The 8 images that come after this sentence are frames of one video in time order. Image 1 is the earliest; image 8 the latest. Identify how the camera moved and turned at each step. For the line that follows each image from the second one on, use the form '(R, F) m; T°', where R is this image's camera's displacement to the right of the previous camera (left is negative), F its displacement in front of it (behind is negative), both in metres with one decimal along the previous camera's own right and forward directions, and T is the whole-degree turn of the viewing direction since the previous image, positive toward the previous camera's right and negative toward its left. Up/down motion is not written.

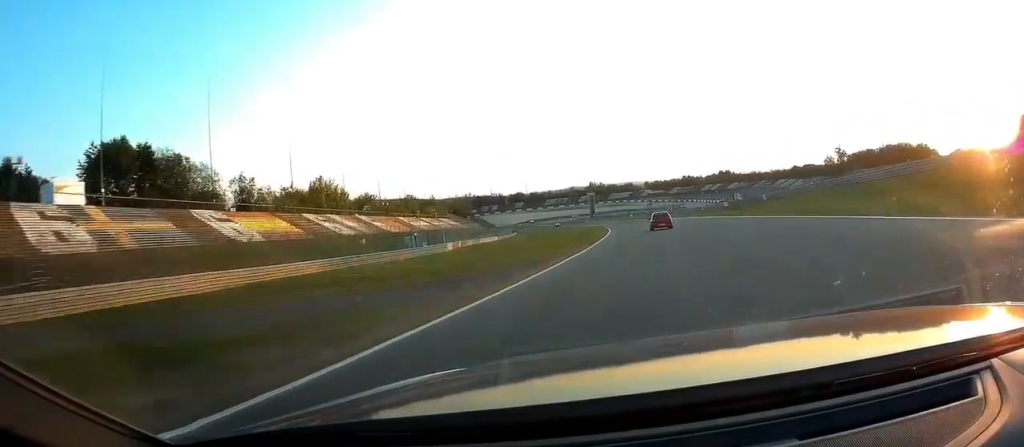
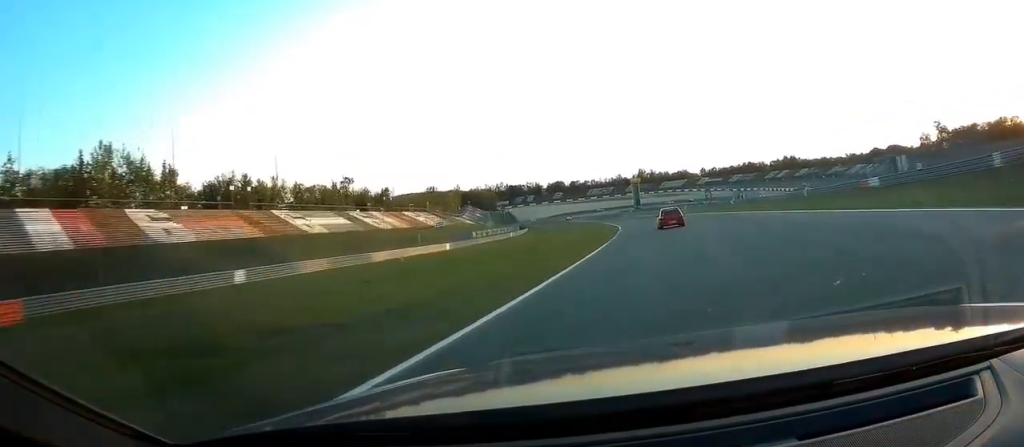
(-3.8, +67.8) m; -7°
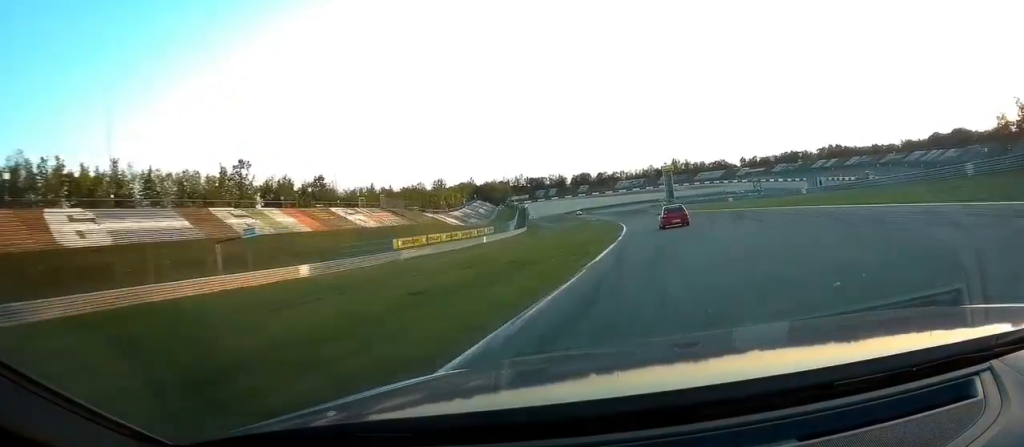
(-1.7, +40.5) m; -4°
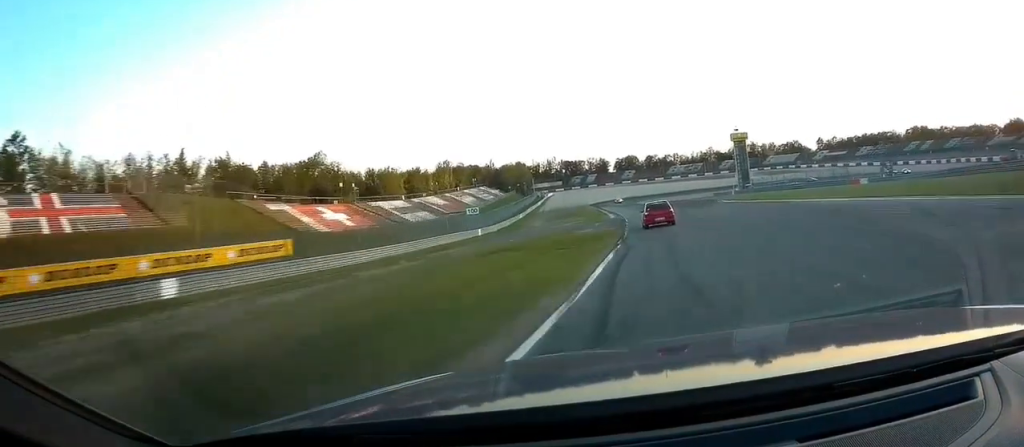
(-2.8, +61.2) m; -5°
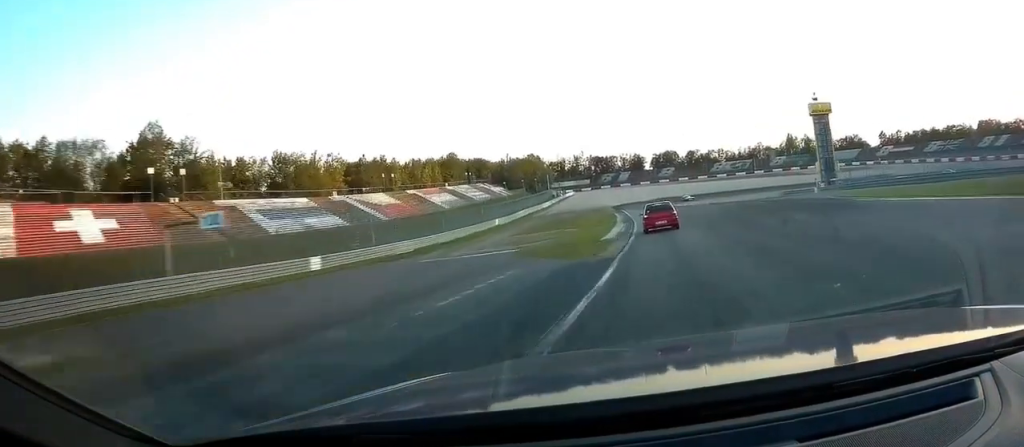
(-1.2, +34.2) m; +4°
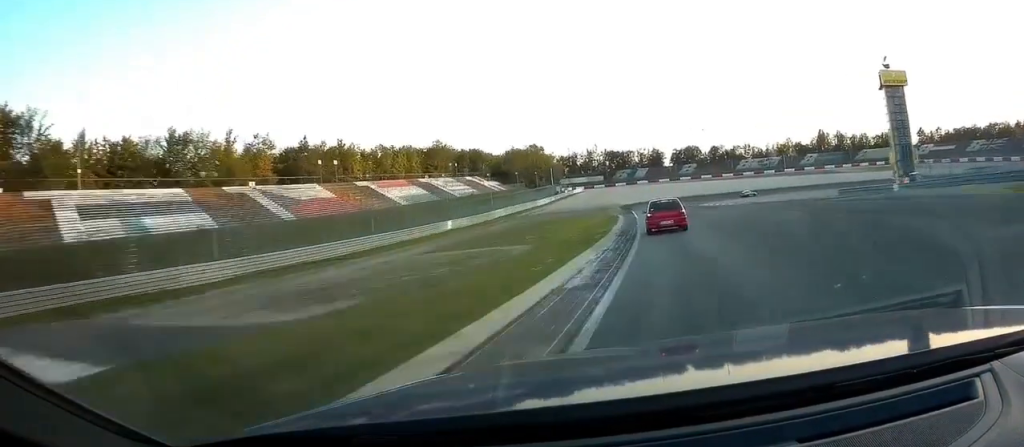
(-0.6, +18.1) m; +7°
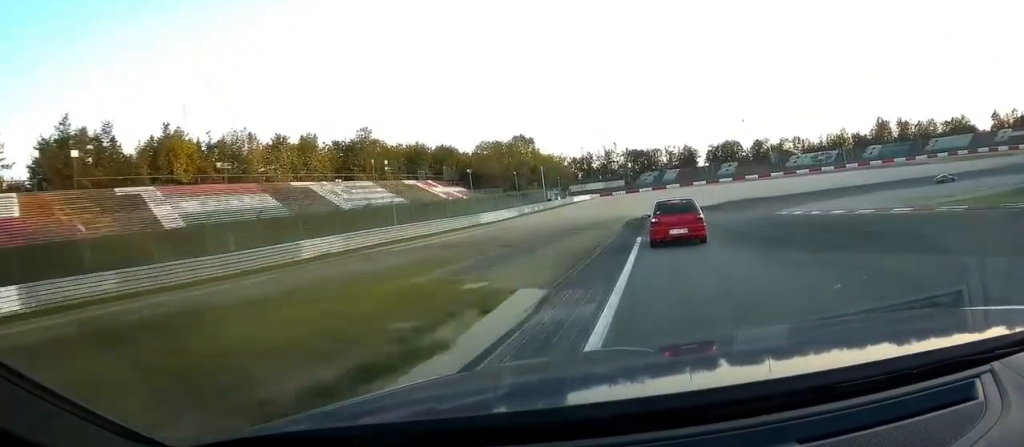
(+8.1, +30.9) m; +17°
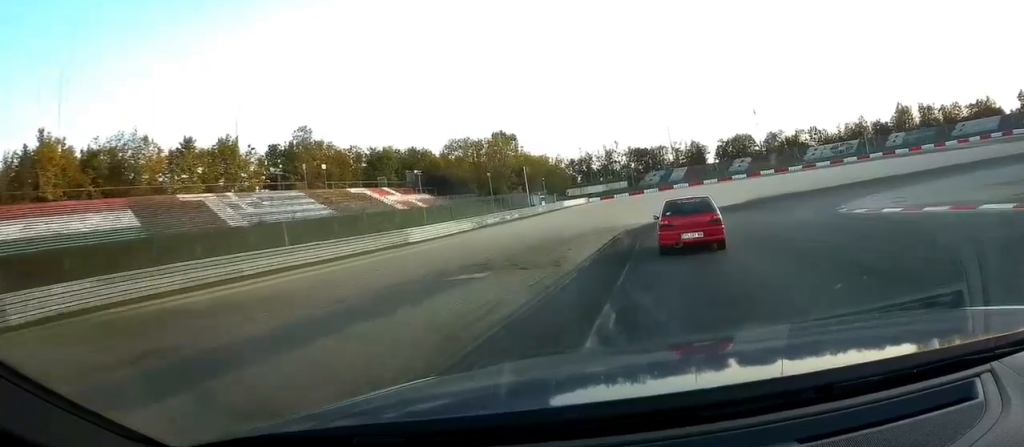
(+0.3, +12.9) m; +1°
